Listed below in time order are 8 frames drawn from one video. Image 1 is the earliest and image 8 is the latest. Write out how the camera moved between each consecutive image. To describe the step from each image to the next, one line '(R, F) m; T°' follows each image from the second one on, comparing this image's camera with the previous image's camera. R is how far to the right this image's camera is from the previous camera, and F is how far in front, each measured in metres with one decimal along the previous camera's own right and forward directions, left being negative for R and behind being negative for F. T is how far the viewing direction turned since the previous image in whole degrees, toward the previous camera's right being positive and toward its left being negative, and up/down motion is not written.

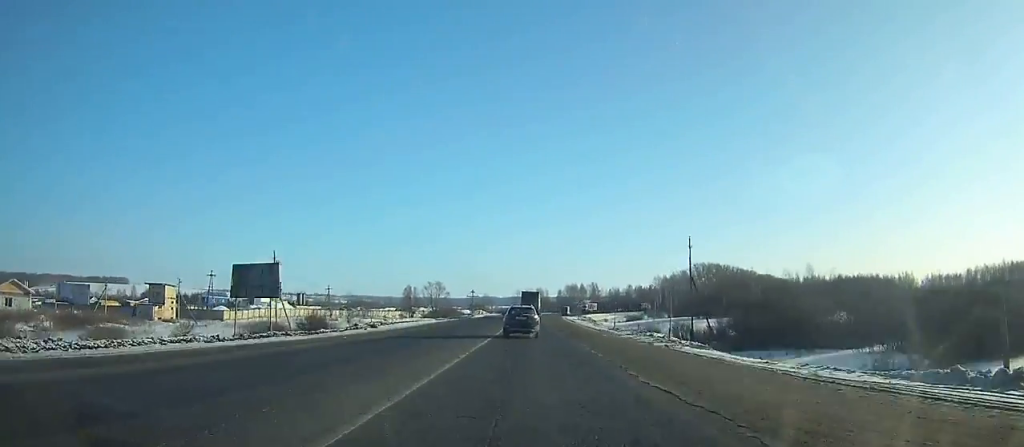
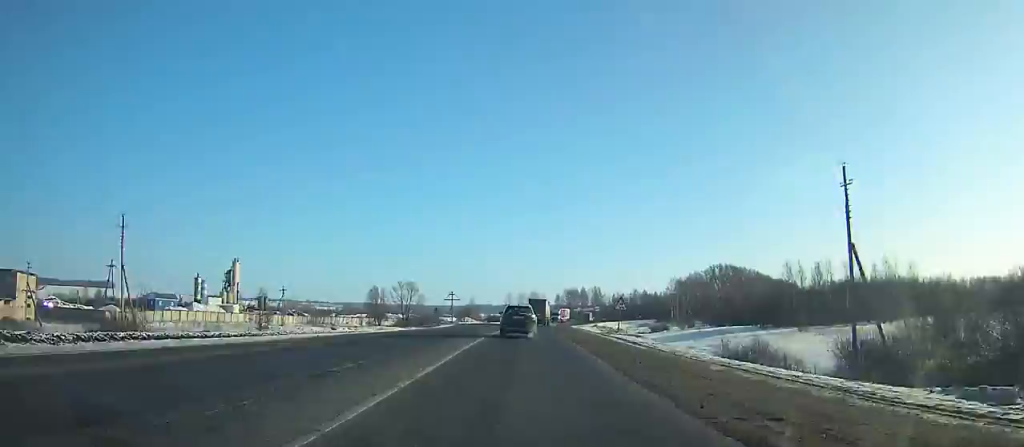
(0.0, +39.7) m; +1°
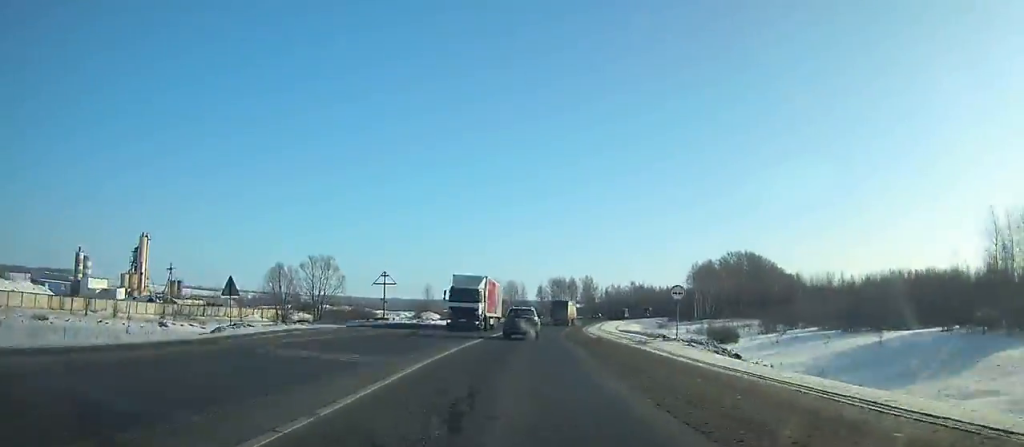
(+0.6, +56.5) m; +2°
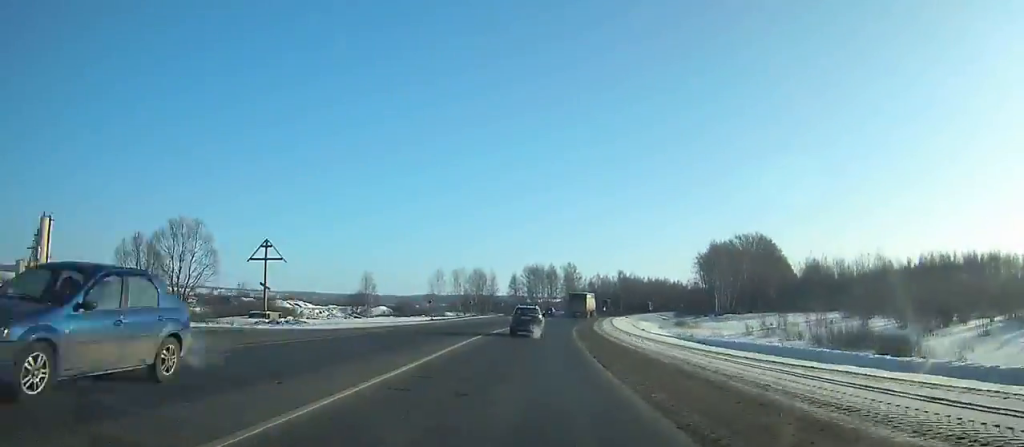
(+1.1, +39.5) m; +3°
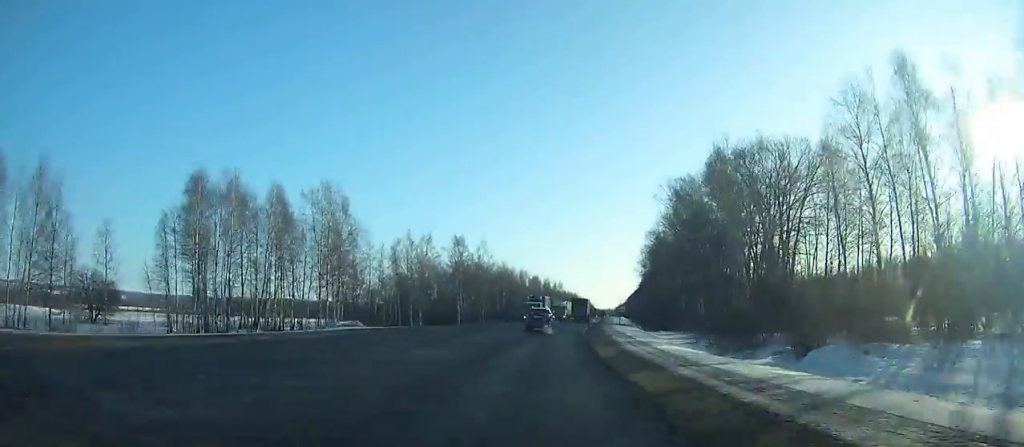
(+16.2, +125.9) m; +17°
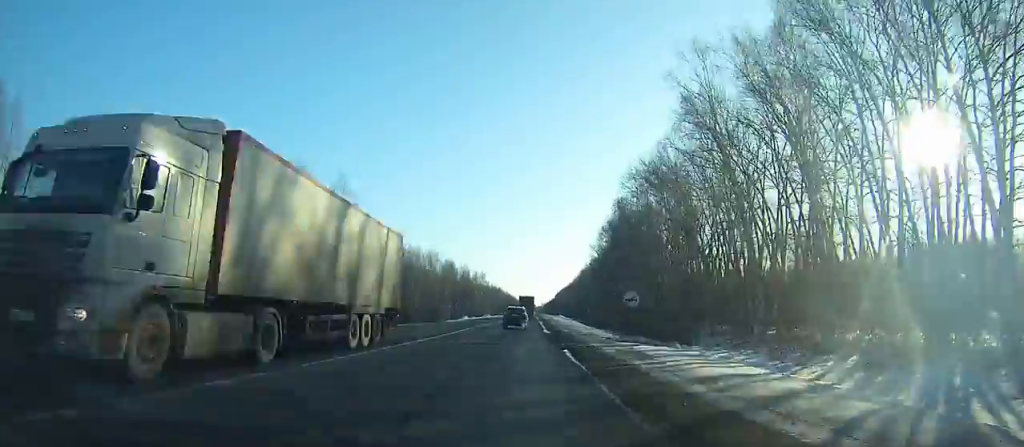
(+4.1, +52.1) m; +5°
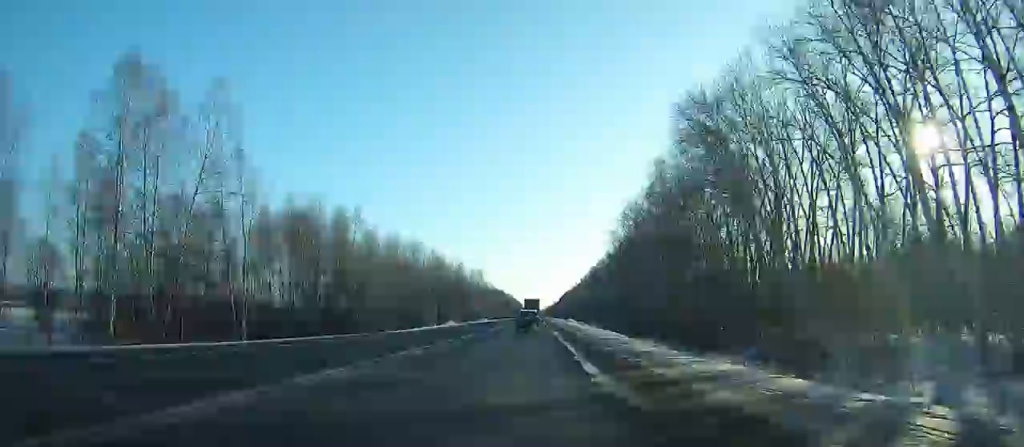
(+0.7, +29.4) m; +1°
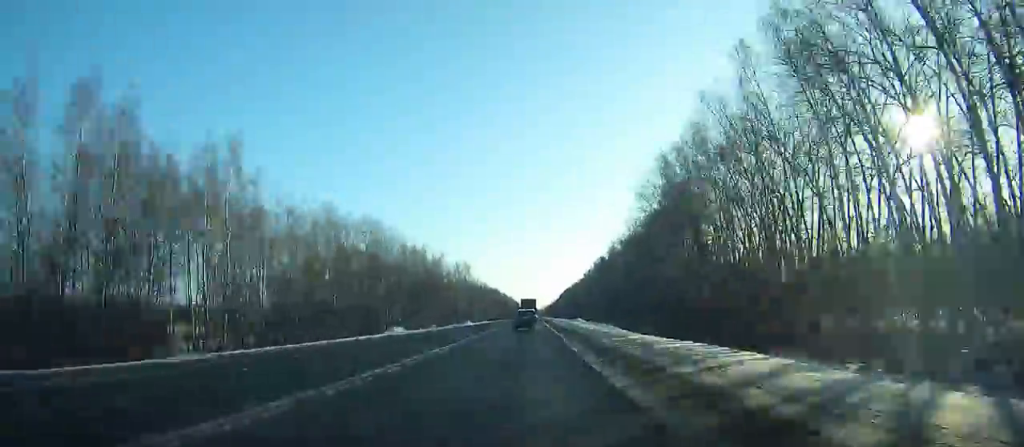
(+0.3, +35.7) m; 0°
